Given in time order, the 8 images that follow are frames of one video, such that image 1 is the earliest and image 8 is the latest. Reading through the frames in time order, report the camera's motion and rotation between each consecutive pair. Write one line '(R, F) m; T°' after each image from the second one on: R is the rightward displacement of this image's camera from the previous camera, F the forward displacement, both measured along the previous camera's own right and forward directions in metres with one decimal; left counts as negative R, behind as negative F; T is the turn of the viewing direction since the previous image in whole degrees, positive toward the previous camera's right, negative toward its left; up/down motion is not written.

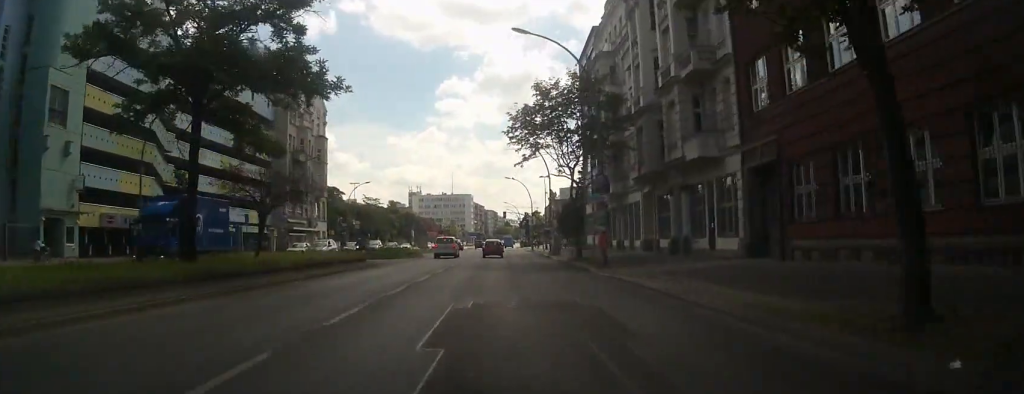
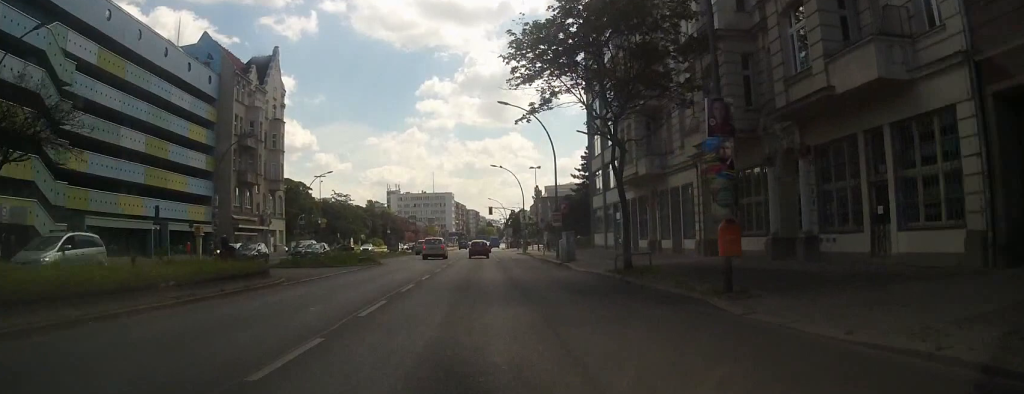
(+0.4, +16.2) m; +3°
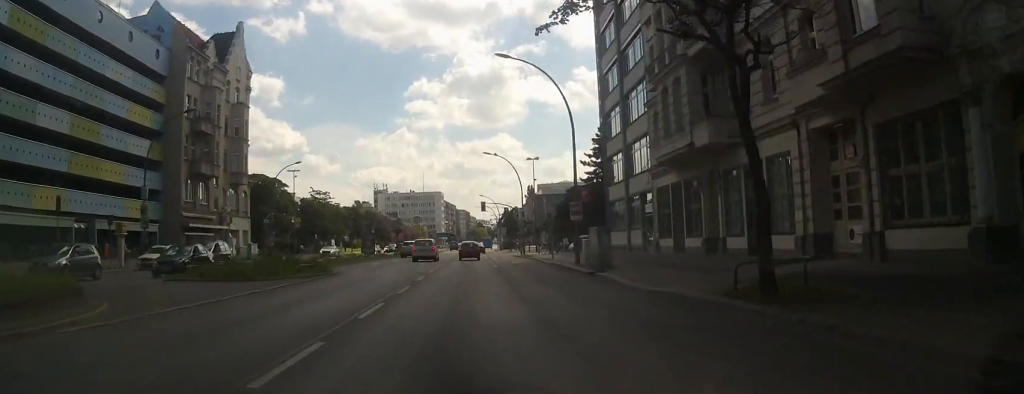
(+0.3, +12.1) m; 0°
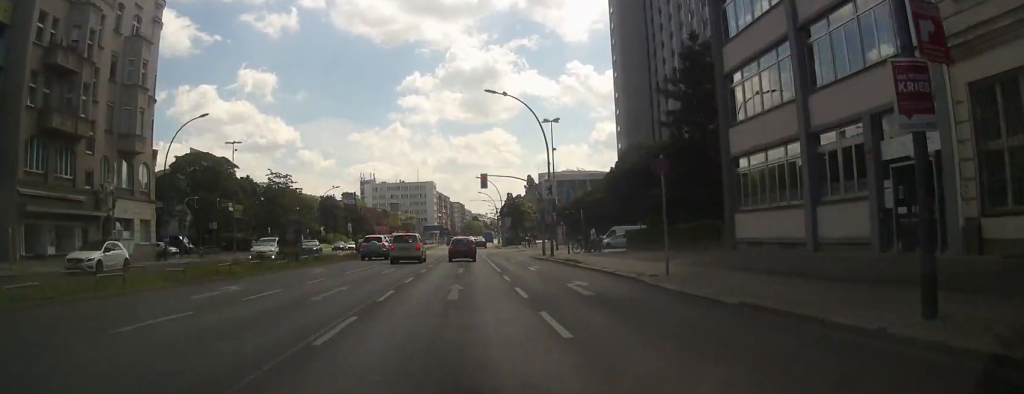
(-1.1, +26.7) m; -2°
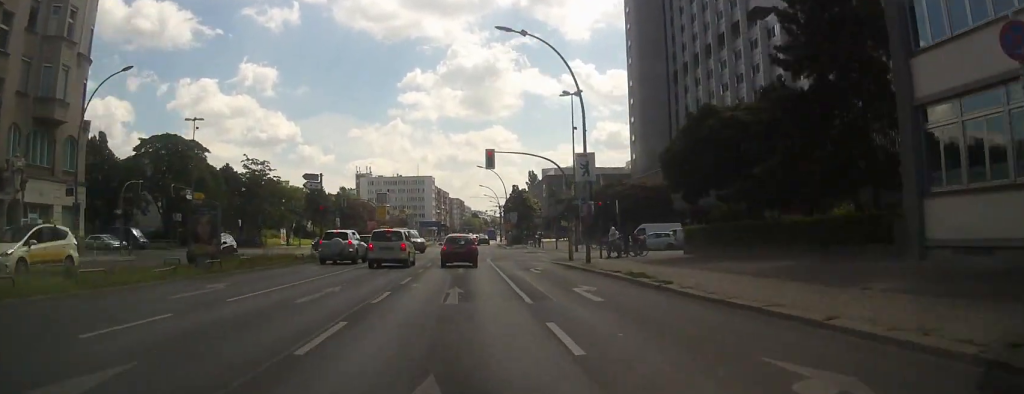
(+0.1, +12.7) m; +1°
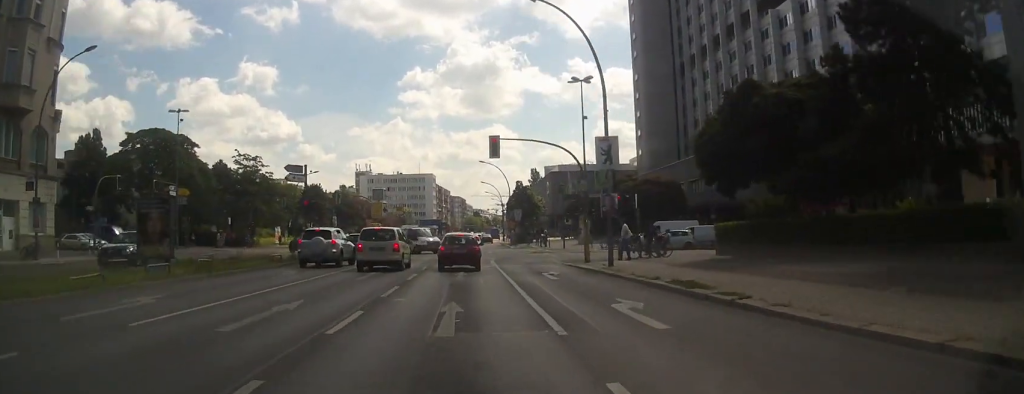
(0.0, +4.6) m; 0°
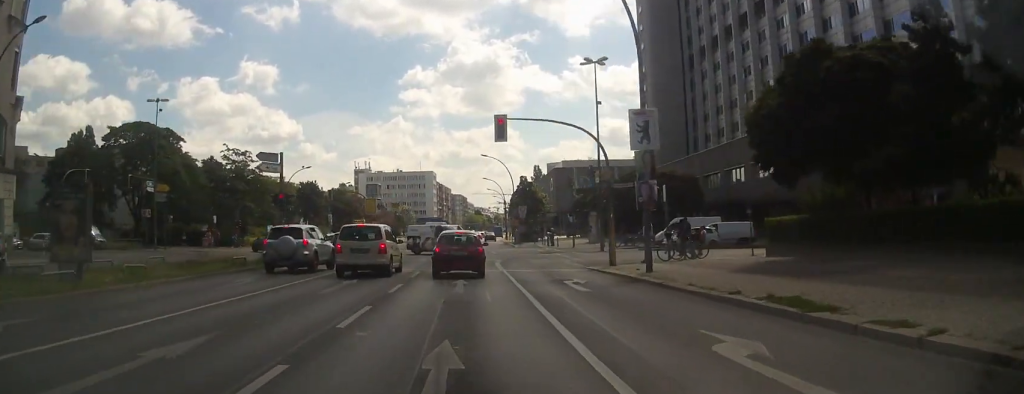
(0.0, +5.3) m; -1°
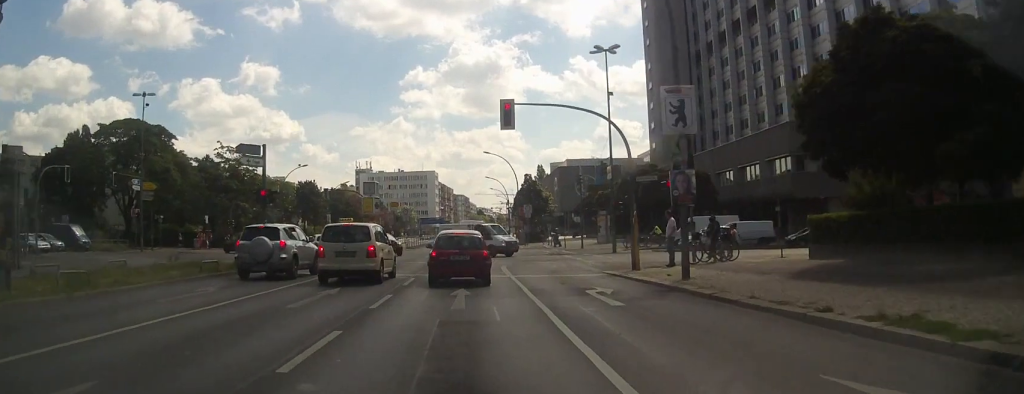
(0.0, +3.5) m; 0°
